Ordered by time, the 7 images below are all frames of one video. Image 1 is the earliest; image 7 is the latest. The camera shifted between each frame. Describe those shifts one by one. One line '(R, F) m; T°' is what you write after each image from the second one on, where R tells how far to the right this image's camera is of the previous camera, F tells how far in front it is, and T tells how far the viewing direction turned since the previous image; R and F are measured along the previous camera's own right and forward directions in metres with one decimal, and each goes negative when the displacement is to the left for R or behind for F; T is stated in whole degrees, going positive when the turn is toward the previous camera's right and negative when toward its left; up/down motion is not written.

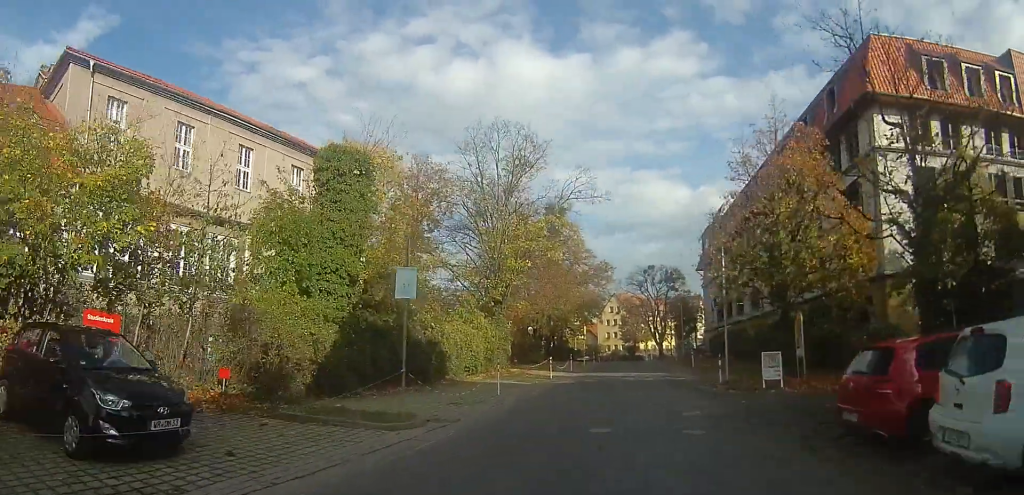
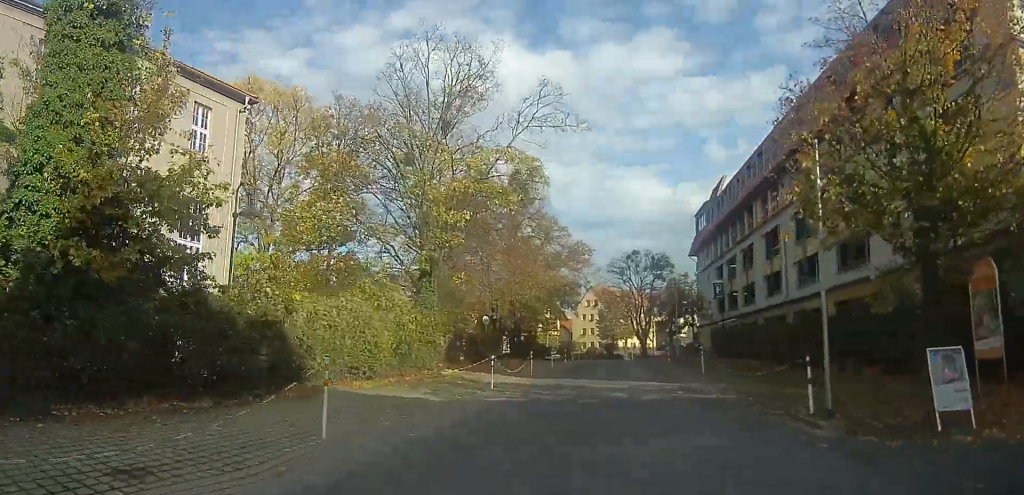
(0.0, +9.7) m; 0°
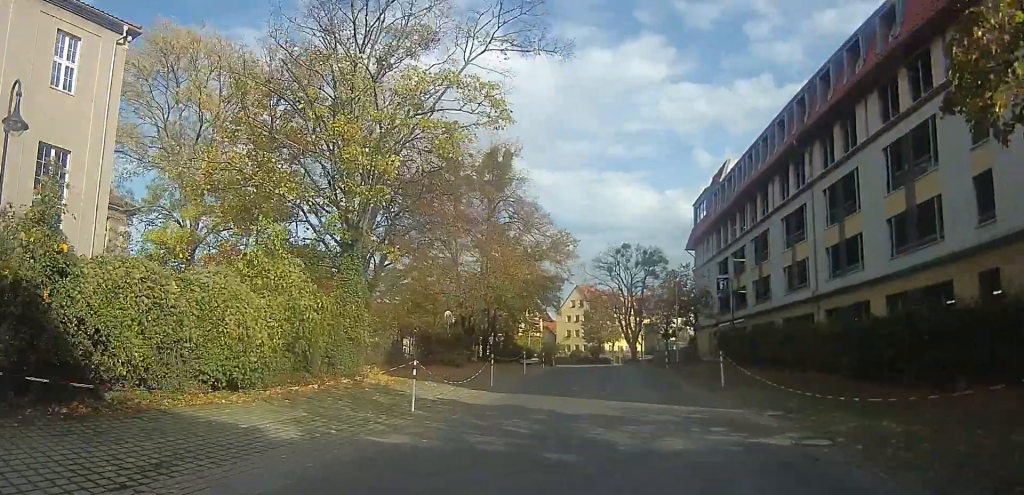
(0.0, +6.3) m; +1°
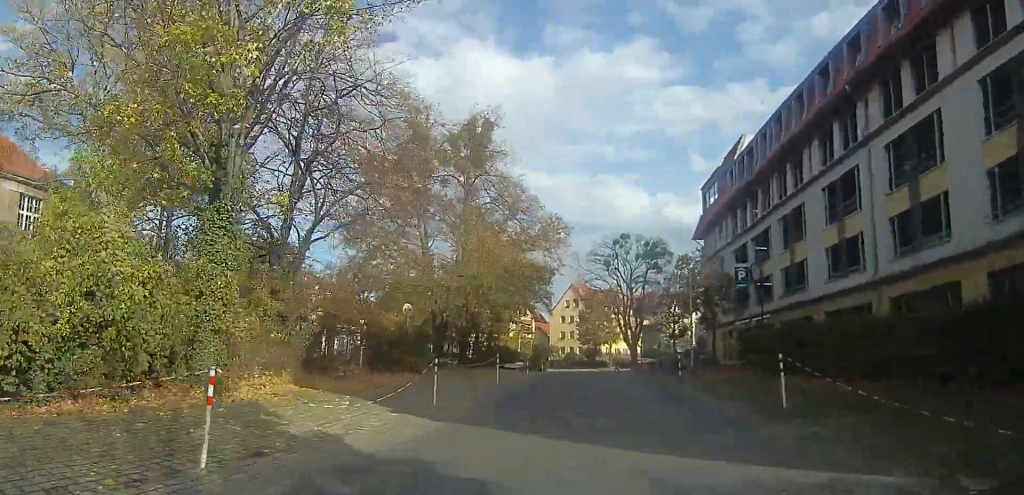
(+0.1, +6.3) m; +2°
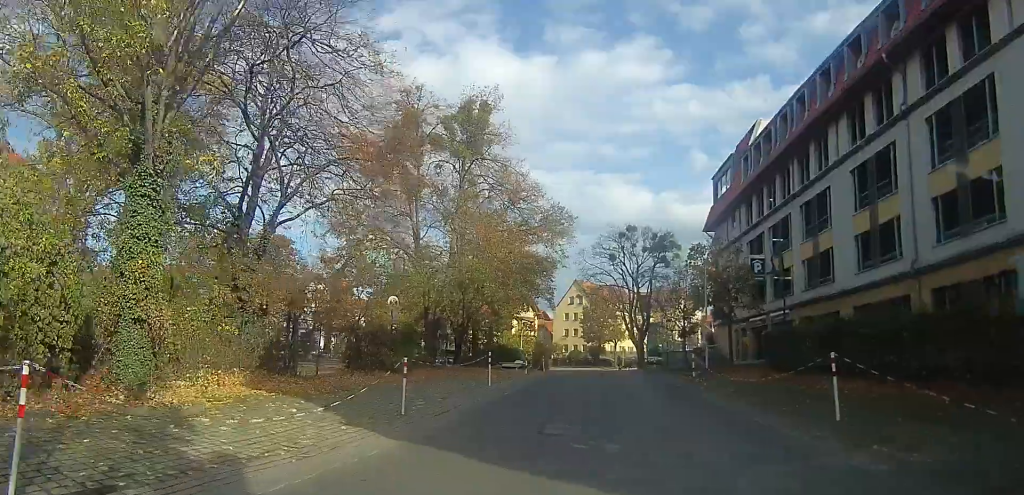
(0.0, +2.4) m; 0°
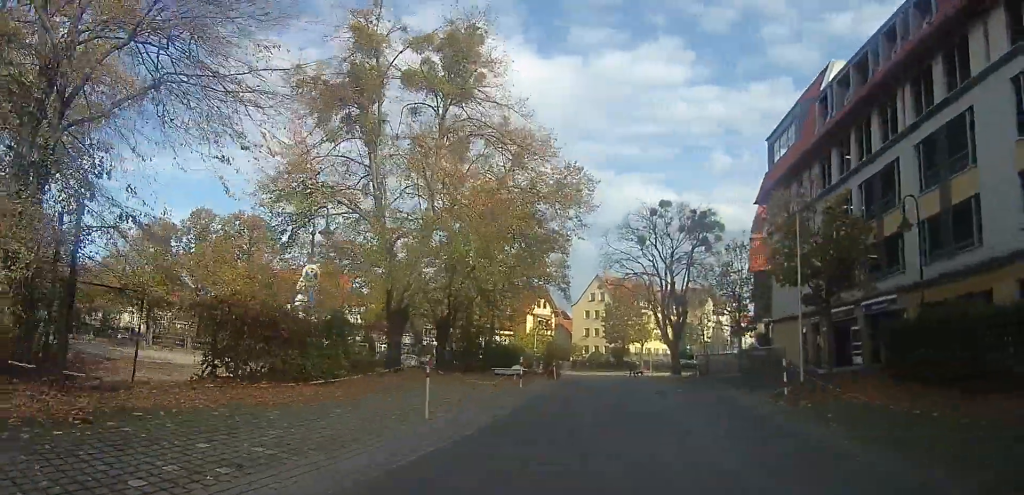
(0.0, +8.8) m; 0°
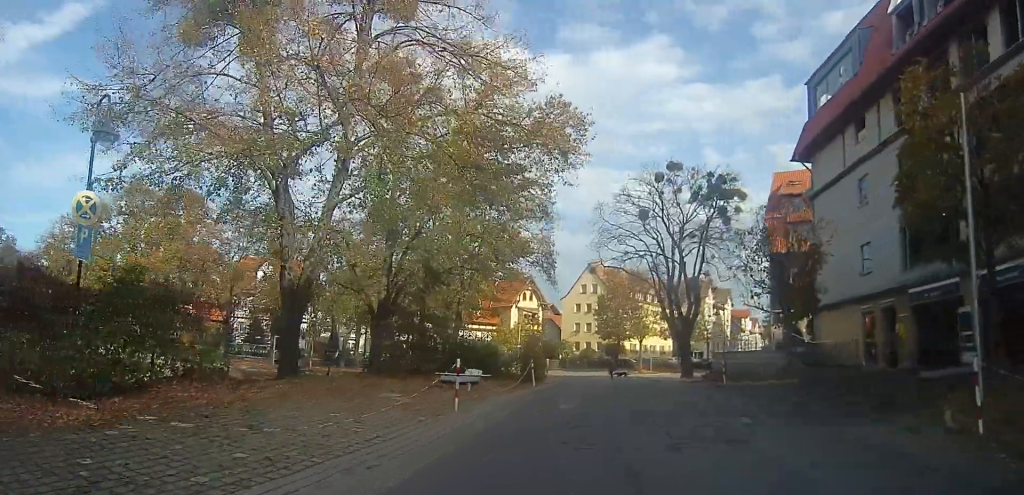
(+0.1, +8.0) m; +2°
